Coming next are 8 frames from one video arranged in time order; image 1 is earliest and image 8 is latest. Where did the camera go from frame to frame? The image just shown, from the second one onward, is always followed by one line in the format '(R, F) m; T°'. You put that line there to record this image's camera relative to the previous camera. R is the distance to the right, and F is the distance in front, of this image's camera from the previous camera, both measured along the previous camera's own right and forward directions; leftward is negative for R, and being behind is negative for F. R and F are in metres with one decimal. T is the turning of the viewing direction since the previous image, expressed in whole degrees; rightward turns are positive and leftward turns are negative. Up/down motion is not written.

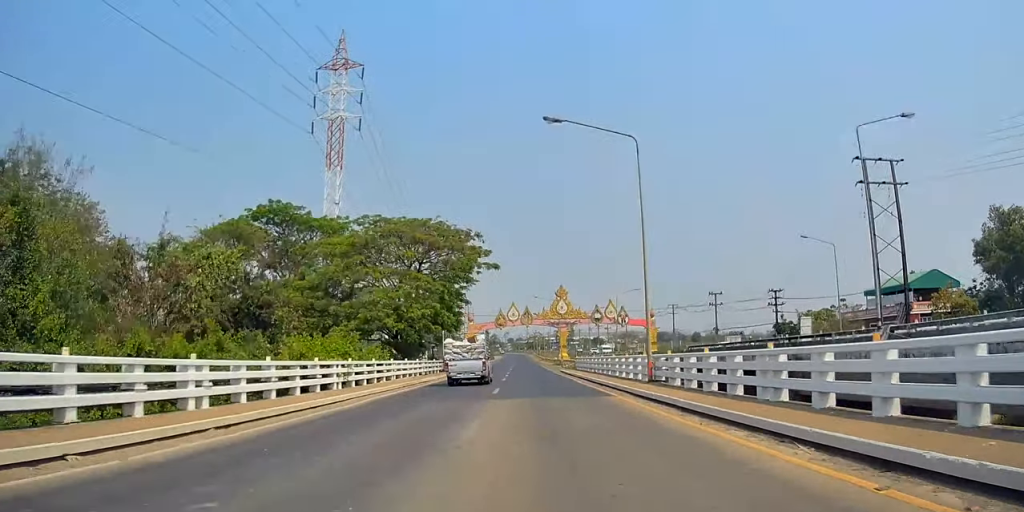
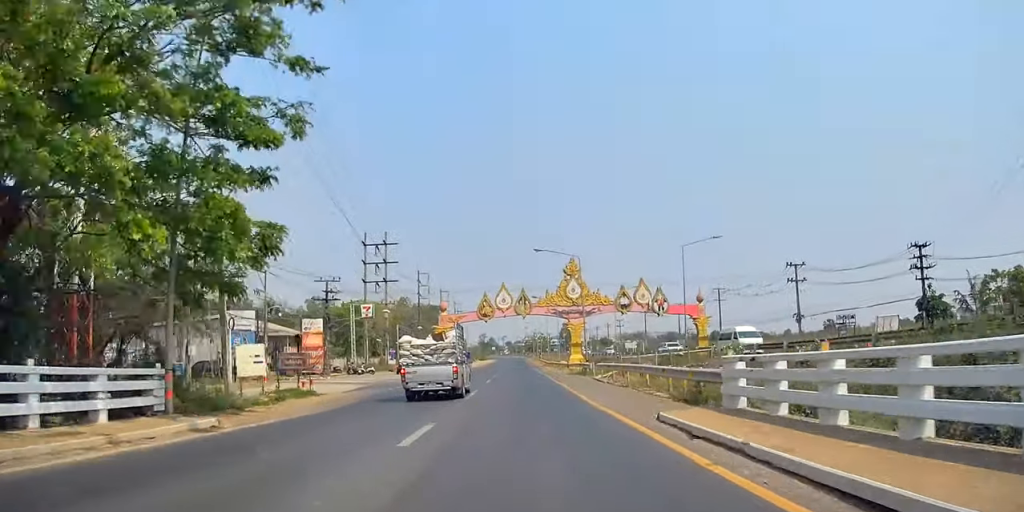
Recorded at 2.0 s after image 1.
(+1.0, +39.5) m; +2°
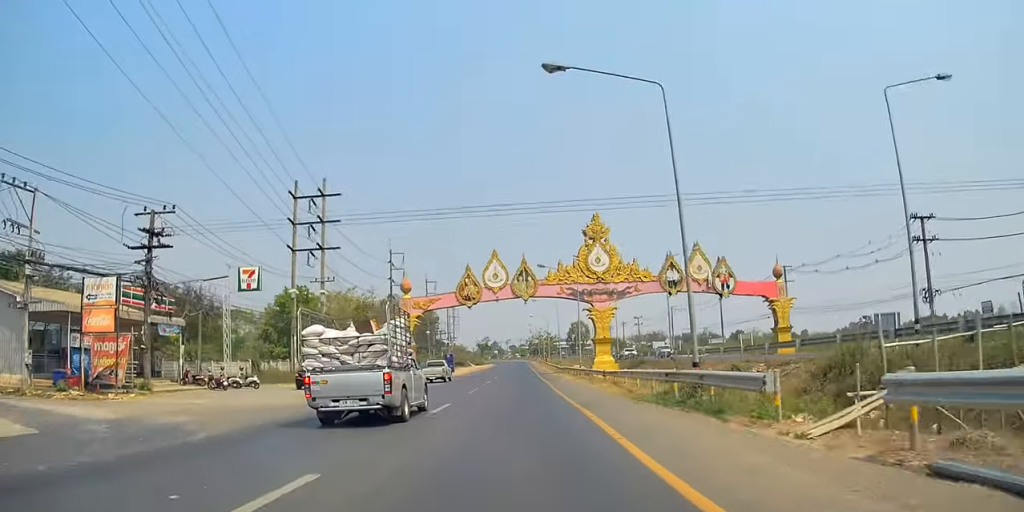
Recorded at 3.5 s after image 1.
(-0.4, +29.8) m; 0°
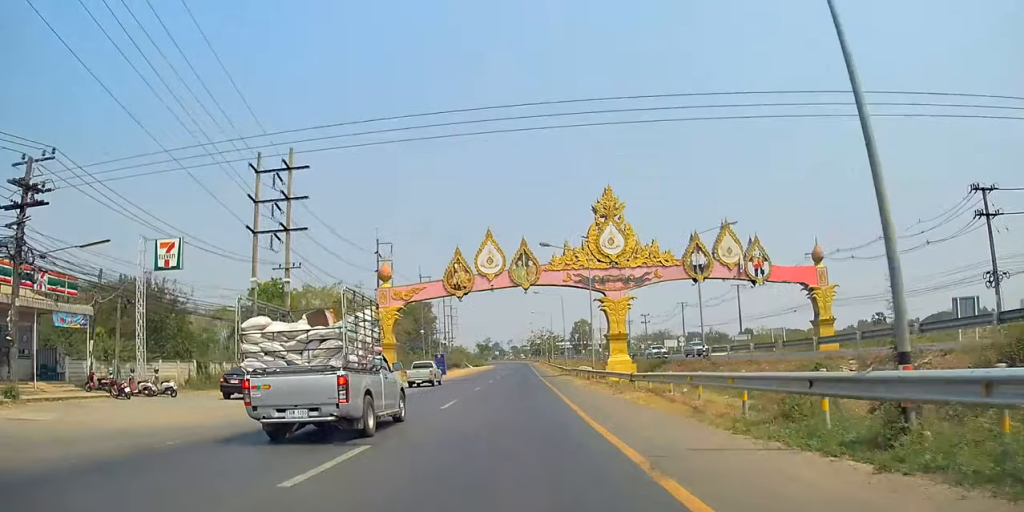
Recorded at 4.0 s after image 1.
(+0.4, +9.5) m; 0°
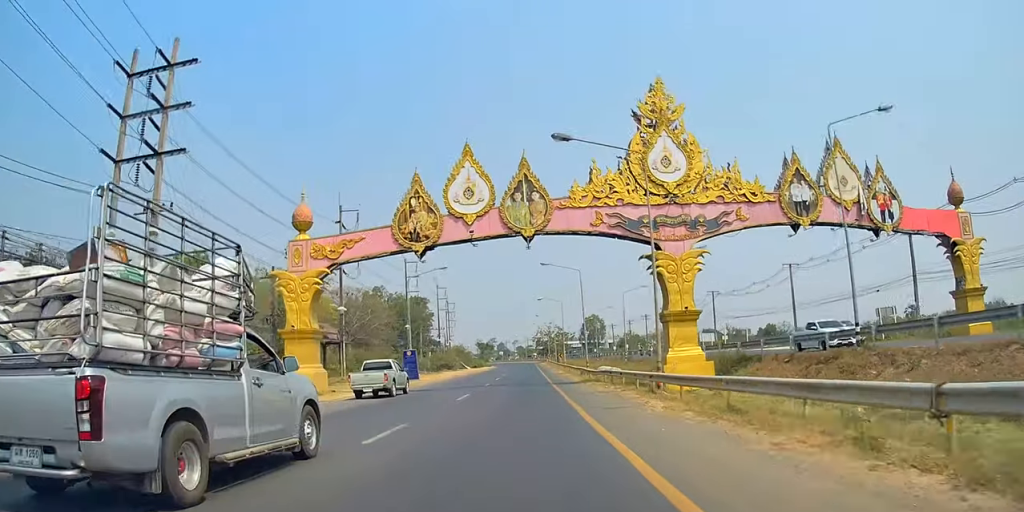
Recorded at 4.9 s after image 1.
(-0.1, +20.1) m; -1°
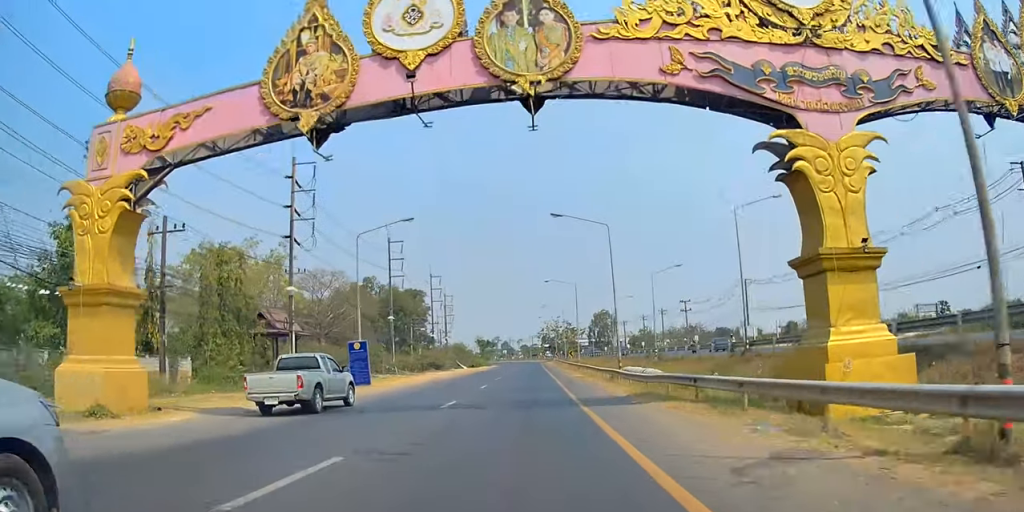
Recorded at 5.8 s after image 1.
(-0.3, +16.9) m; -1°
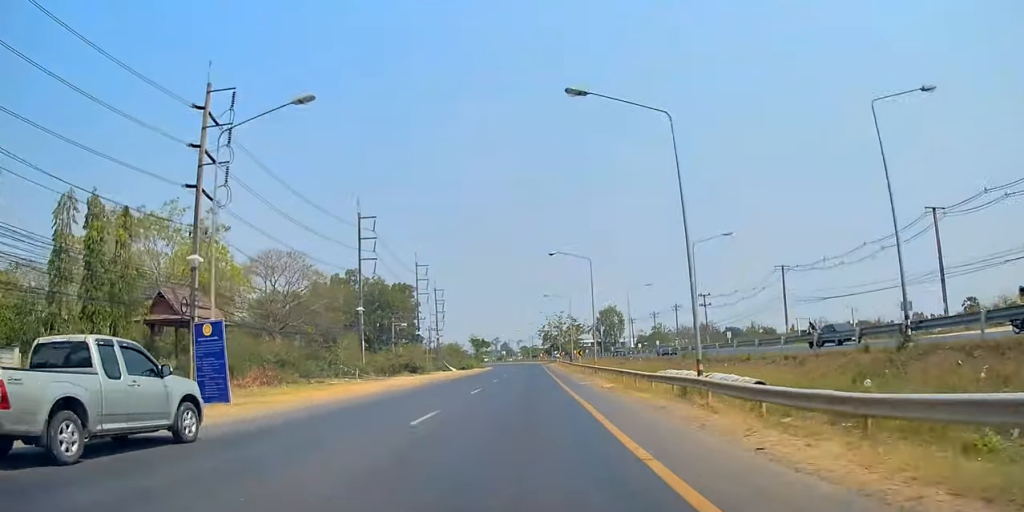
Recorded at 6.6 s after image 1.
(0.0, +16.6) m; 0°
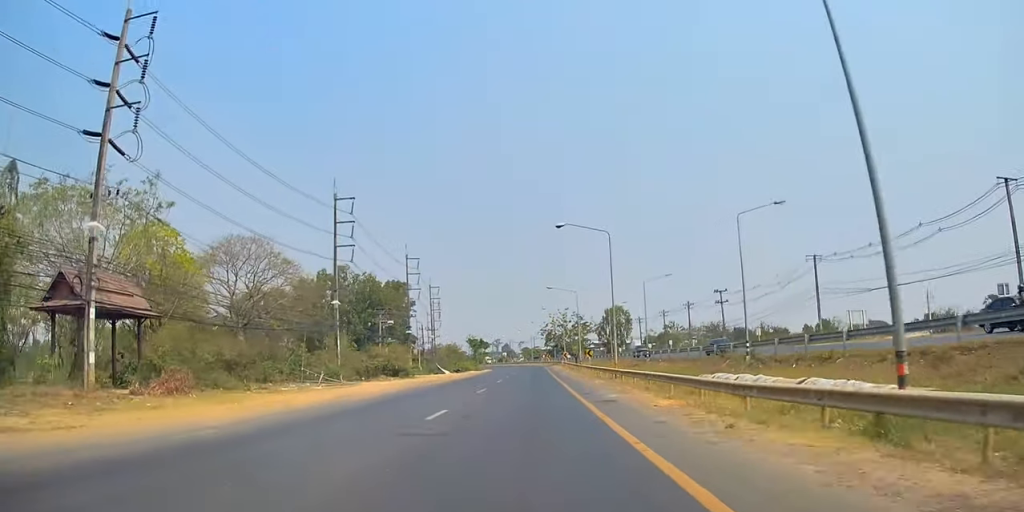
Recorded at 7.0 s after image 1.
(0.0, +9.7) m; 0°
